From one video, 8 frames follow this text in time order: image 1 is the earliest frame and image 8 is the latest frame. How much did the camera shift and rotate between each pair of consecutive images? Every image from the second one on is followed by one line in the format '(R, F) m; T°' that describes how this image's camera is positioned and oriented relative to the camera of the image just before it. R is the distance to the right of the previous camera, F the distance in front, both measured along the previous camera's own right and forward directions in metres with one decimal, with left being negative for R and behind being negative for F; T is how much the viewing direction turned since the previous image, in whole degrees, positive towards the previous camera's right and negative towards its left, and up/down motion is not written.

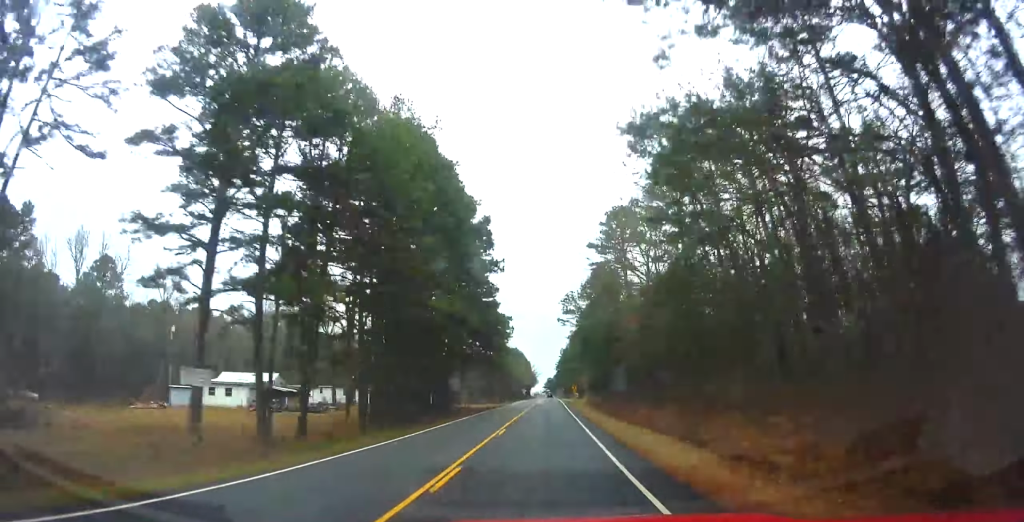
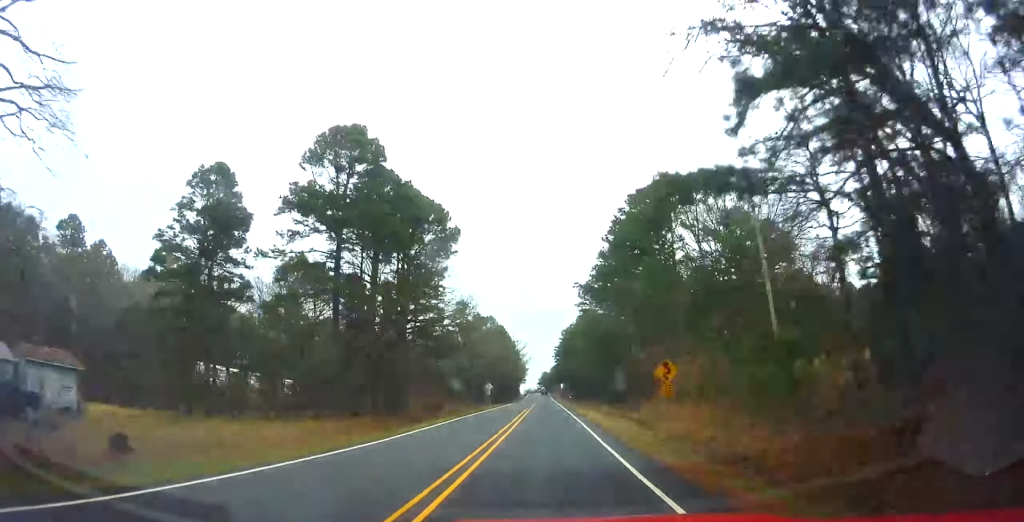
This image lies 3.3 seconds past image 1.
(+1.5, +82.5) m; +1°
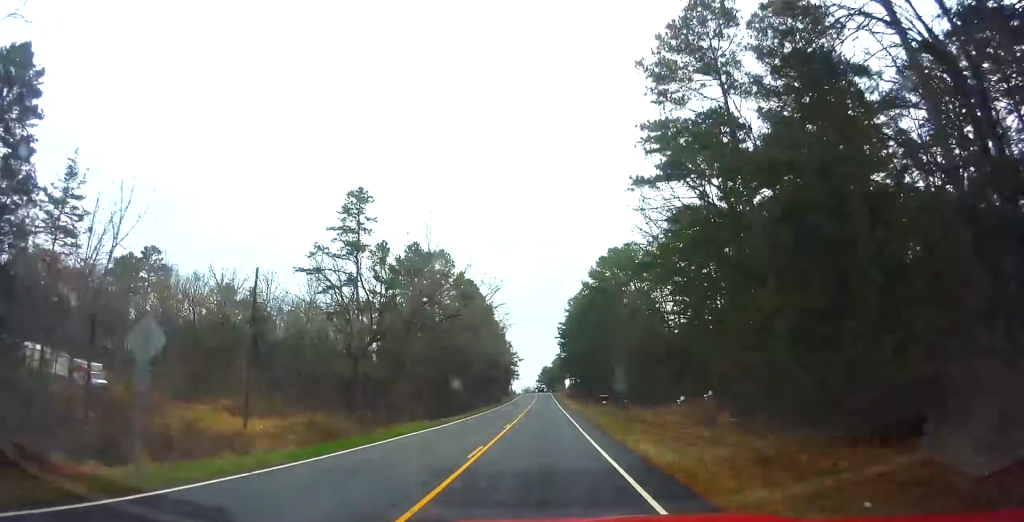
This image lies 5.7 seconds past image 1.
(-0.1, +60.4) m; 0°
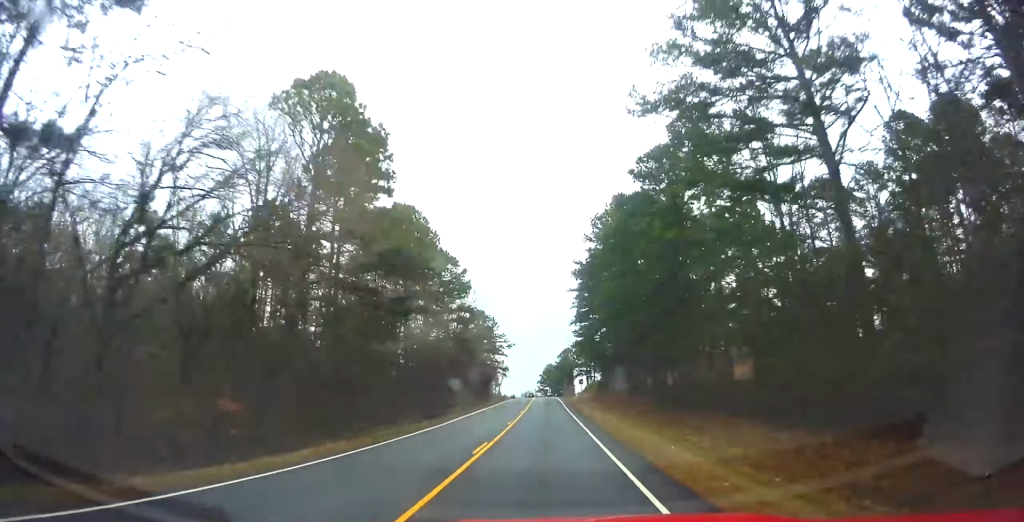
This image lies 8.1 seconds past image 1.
(+0.3, +60.6) m; 0°
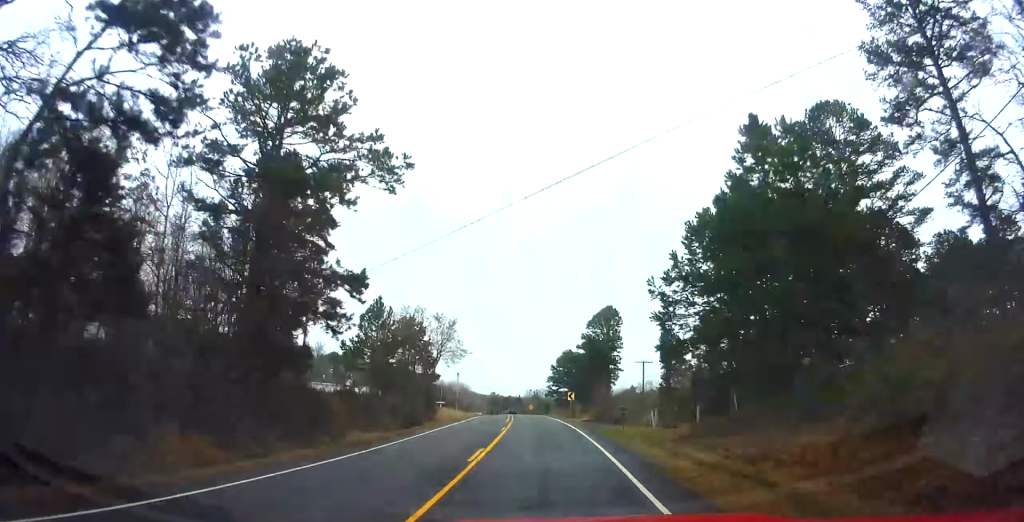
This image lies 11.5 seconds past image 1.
(-1.1, +86.1) m; -2°
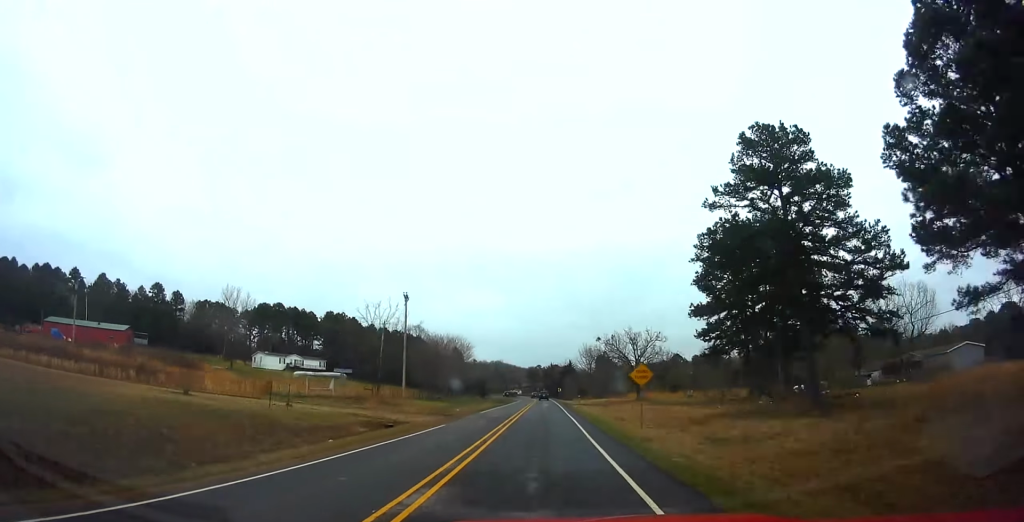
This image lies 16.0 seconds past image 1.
(-5.2, +113.9) m; -4°
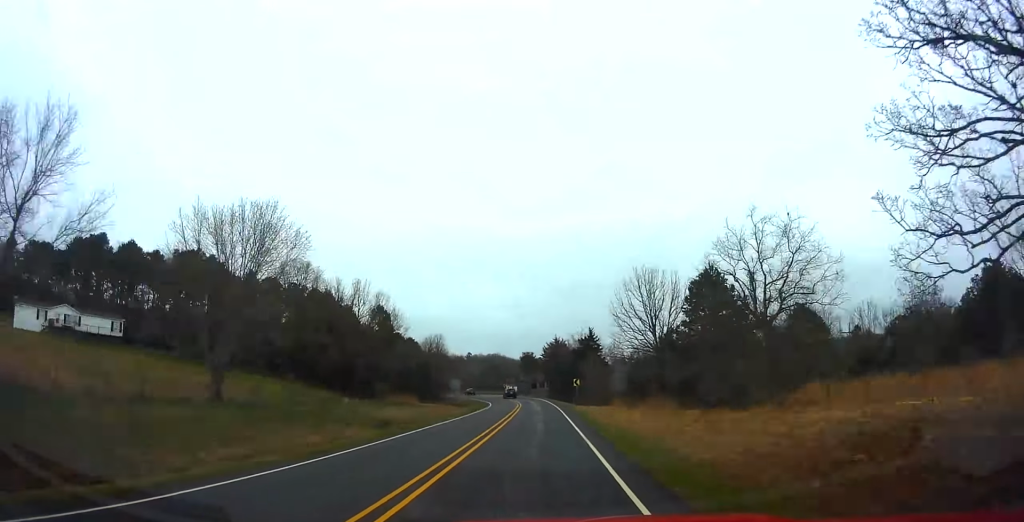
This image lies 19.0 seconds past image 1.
(+0.1, +75.0) m; -2°
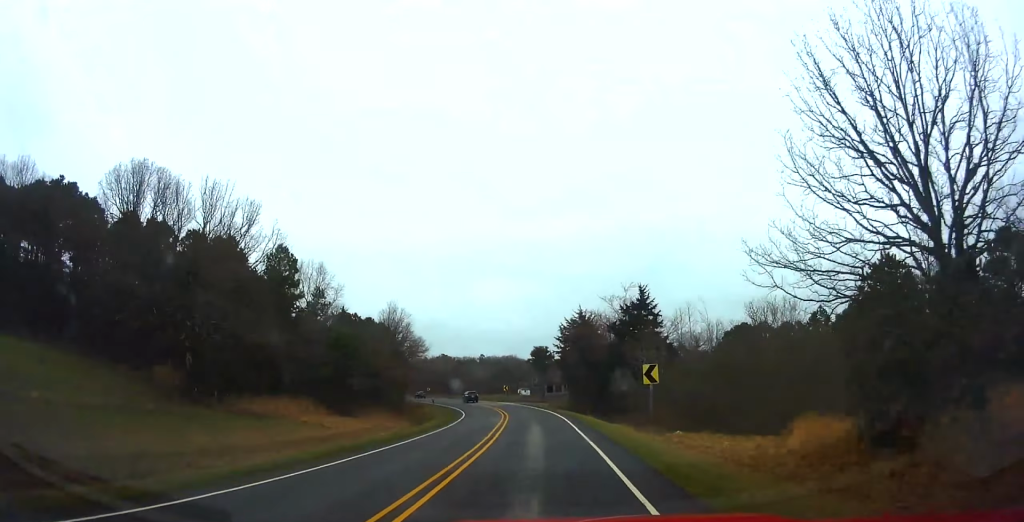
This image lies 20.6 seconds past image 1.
(-0.5, +39.1) m; -3°
